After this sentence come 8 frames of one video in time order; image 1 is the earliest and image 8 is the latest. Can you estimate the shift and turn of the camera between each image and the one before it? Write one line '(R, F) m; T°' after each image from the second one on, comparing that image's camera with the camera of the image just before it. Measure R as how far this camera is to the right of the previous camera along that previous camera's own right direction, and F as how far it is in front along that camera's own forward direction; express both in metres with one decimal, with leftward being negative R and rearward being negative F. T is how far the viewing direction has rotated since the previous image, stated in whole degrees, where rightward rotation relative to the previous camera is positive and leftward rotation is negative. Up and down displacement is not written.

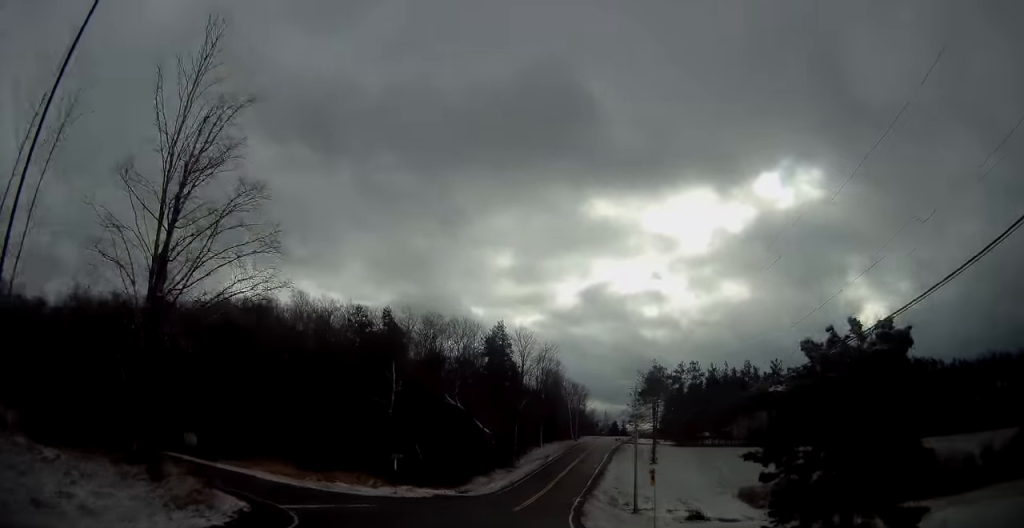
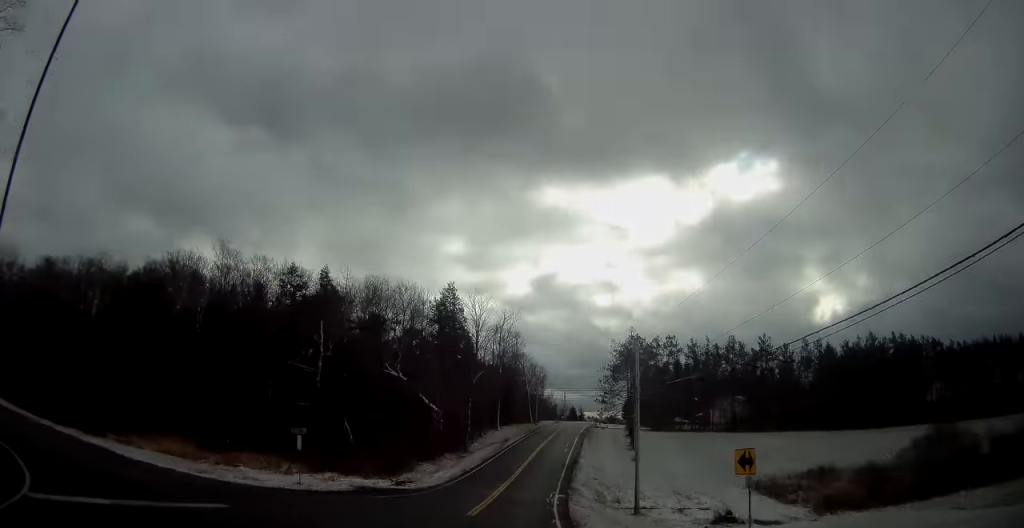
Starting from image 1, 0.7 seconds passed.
(+0.9, +13.3) m; +4°
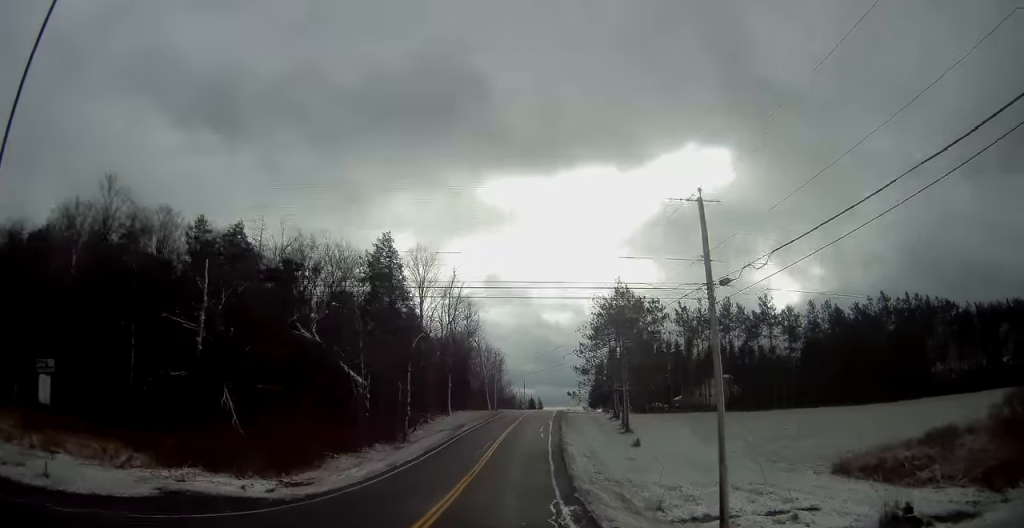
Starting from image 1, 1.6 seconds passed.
(+0.7, +17.3) m; +4°
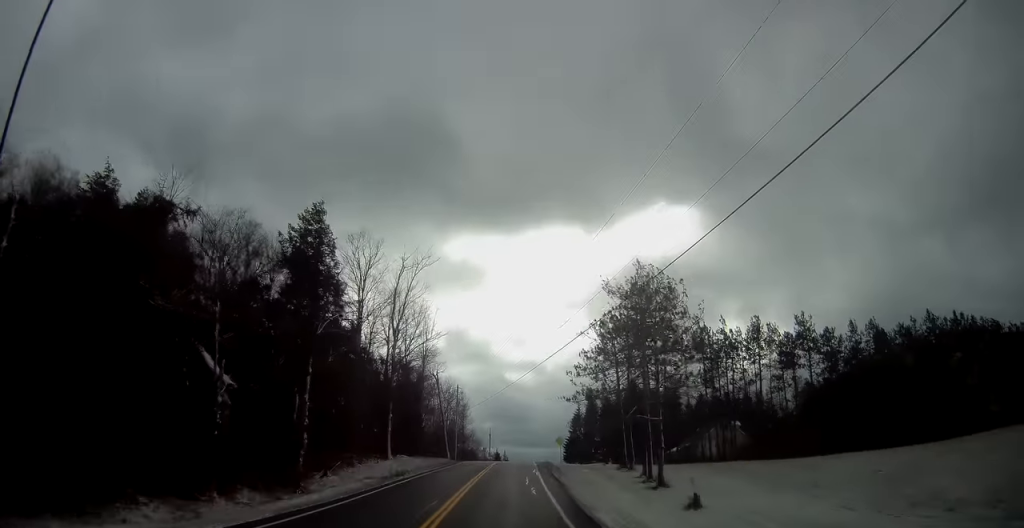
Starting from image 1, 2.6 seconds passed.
(+0.8, +19.8) m; +4°
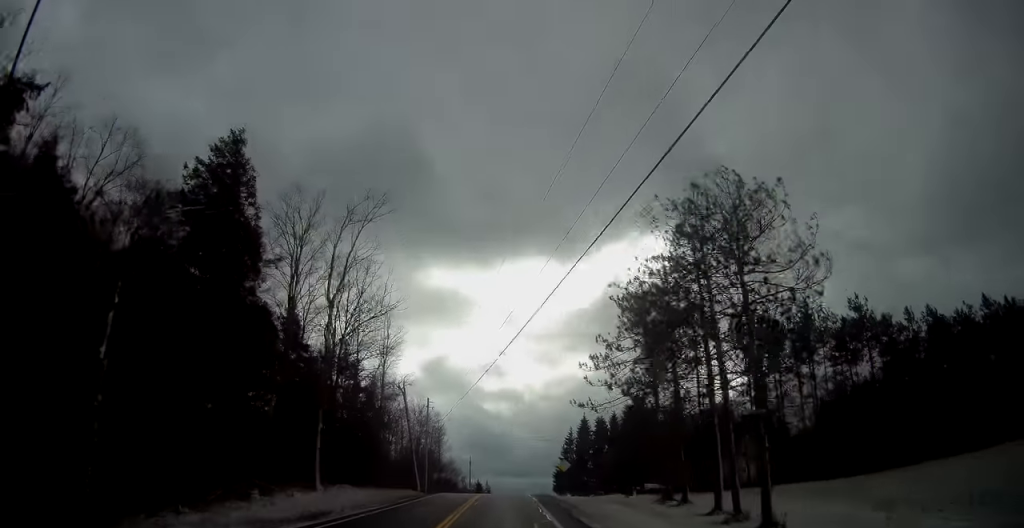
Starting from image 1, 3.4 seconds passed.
(+0.4, +15.5) m; +2°
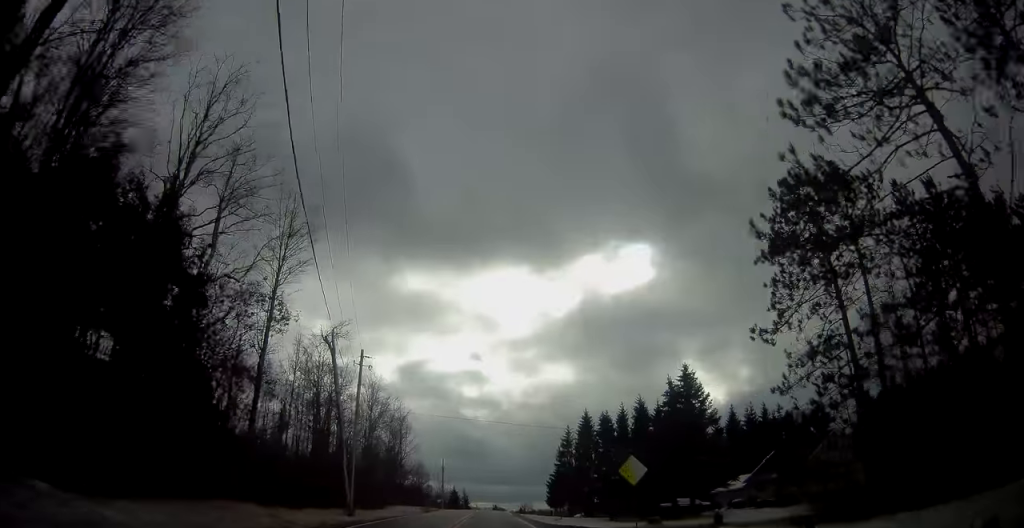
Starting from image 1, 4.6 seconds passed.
(+0.3, +25.7) m; +1°
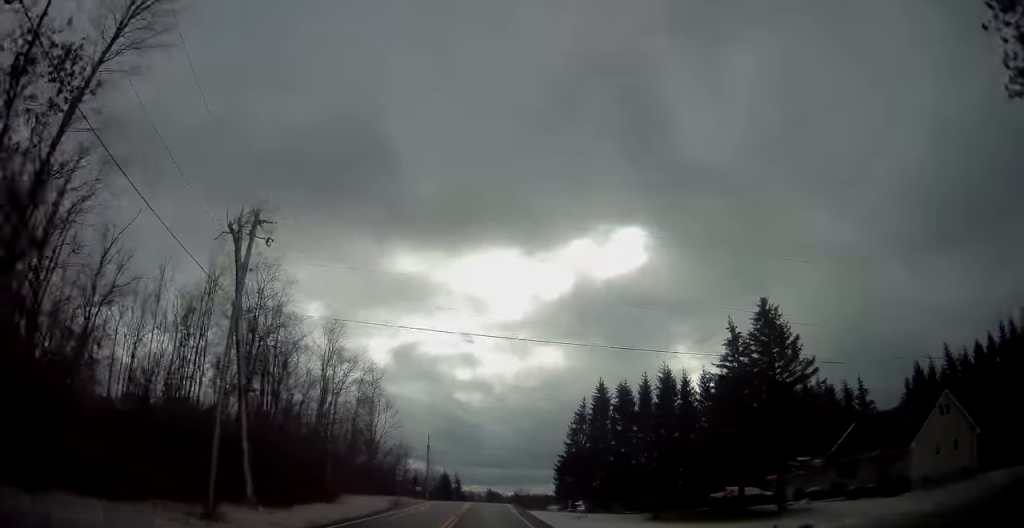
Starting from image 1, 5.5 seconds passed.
(+0.2, +17.7) m; 0°
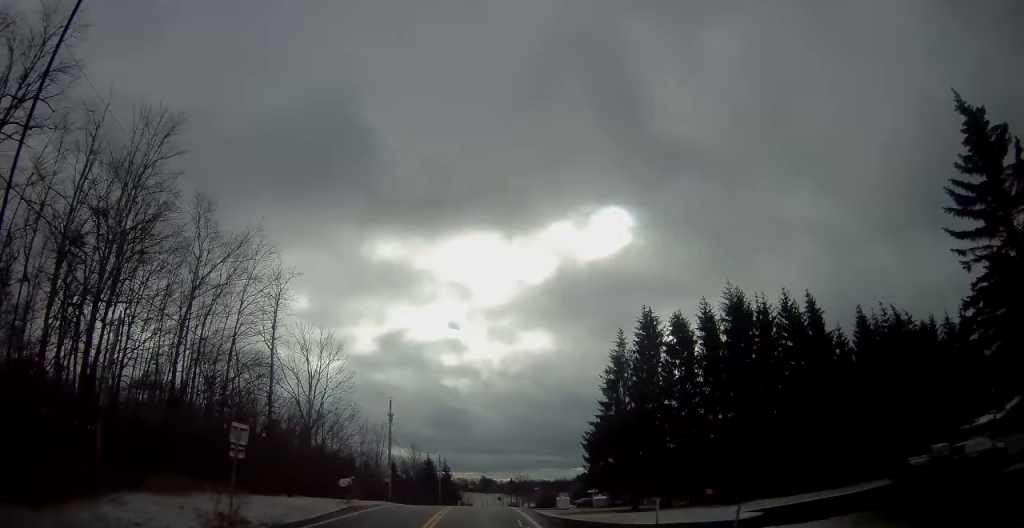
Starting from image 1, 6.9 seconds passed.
(-0.1, +29.5) m; 0°
